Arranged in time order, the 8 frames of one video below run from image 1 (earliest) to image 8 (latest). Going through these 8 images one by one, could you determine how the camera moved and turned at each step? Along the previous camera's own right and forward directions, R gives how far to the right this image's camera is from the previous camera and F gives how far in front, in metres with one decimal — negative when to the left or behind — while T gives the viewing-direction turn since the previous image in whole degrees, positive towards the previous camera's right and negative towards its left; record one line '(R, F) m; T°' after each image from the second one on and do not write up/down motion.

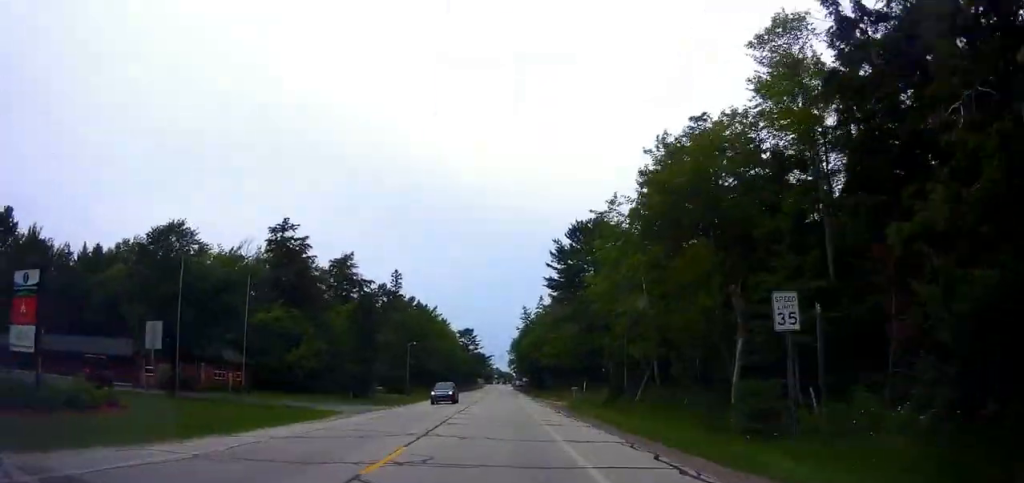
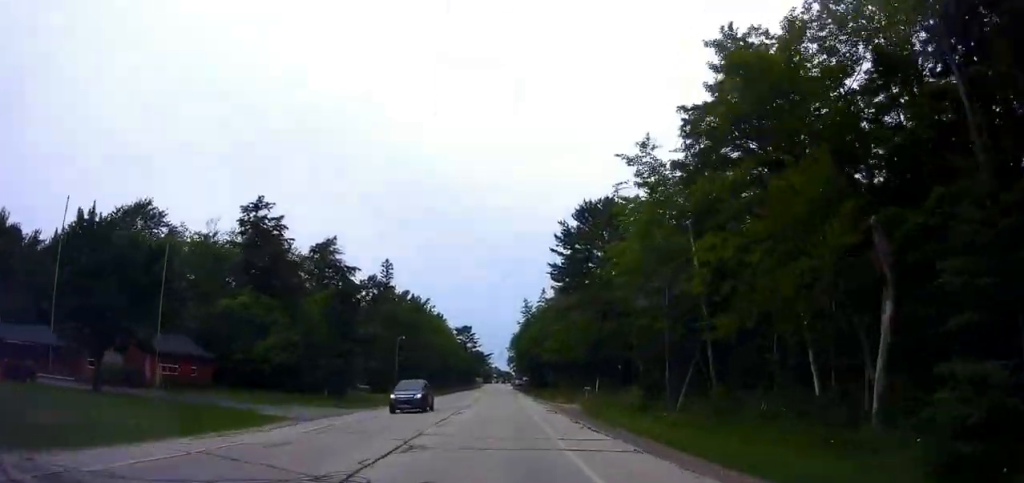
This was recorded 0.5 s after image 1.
(0.0, +8.1) m; 0°
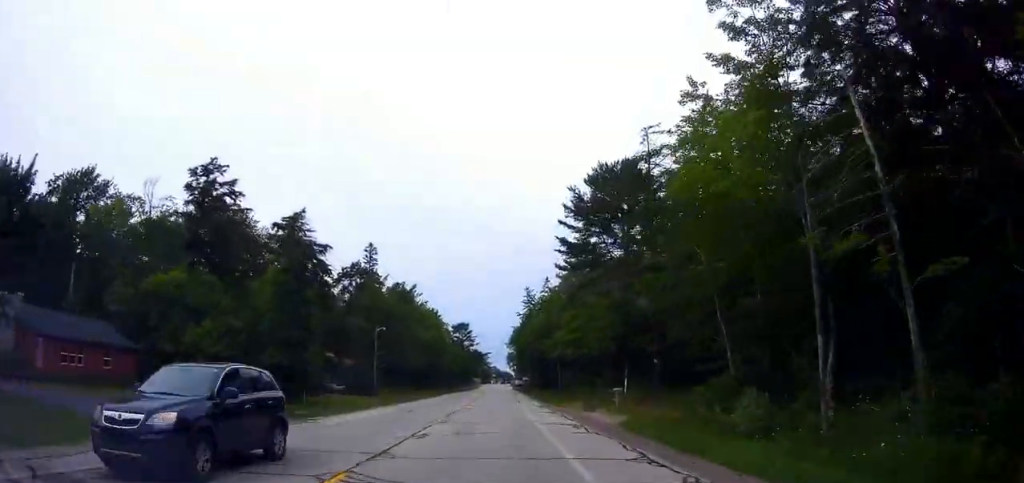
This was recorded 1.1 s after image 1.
(0.0, +11.5) m; 0°
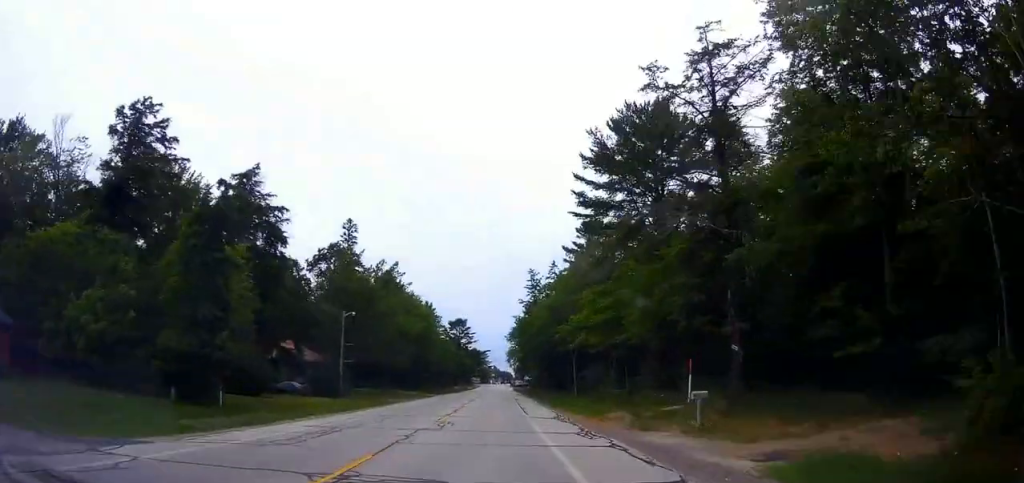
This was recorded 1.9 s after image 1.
(+0.1, +12.5) m; -2°
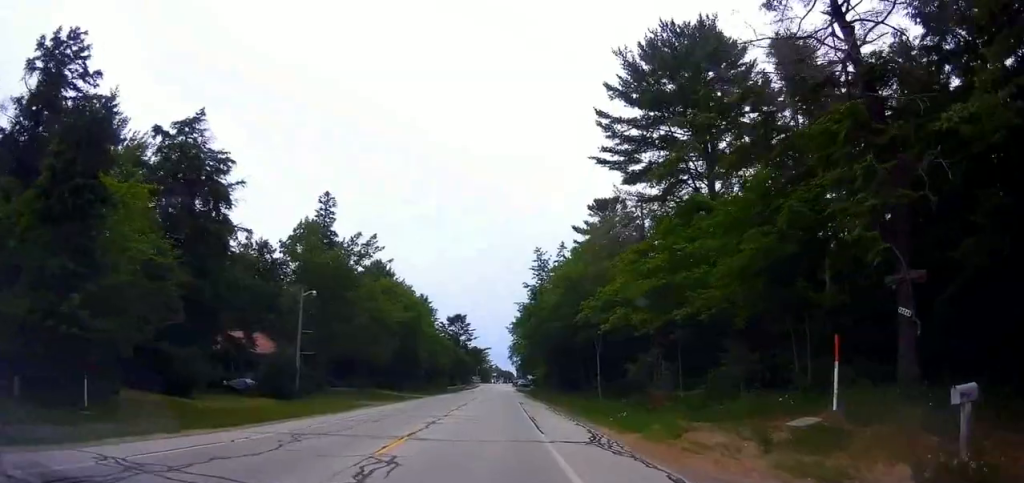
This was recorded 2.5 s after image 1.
(-0.3, +10.7) m; 0°
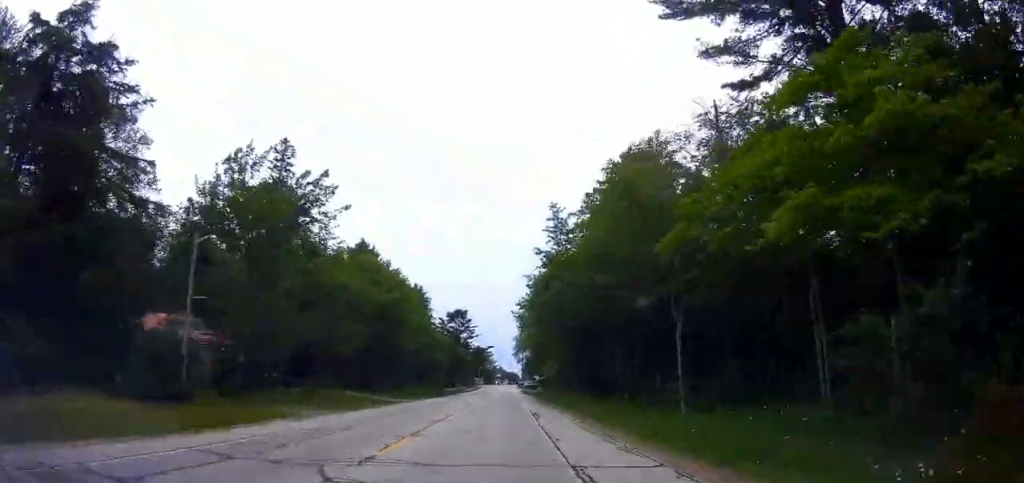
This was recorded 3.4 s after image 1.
(-0.1, +14.5) m; +1°
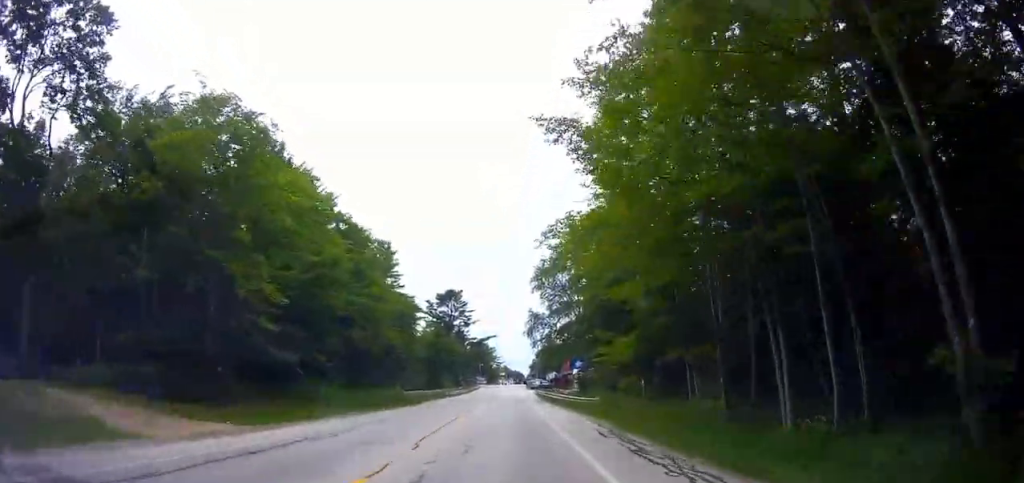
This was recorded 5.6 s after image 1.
(+0.1, +36.9) m; -1°
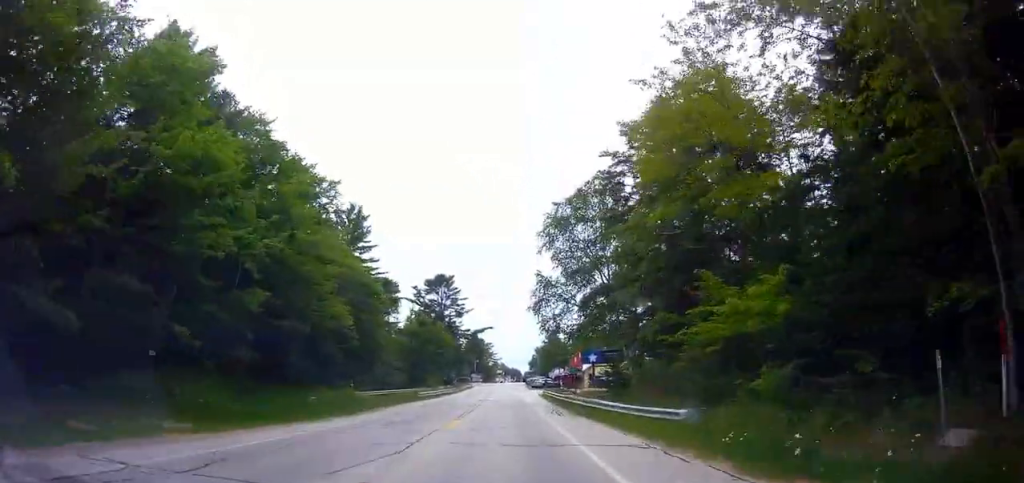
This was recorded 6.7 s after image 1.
(+0.3, +17.3) m; 0°
